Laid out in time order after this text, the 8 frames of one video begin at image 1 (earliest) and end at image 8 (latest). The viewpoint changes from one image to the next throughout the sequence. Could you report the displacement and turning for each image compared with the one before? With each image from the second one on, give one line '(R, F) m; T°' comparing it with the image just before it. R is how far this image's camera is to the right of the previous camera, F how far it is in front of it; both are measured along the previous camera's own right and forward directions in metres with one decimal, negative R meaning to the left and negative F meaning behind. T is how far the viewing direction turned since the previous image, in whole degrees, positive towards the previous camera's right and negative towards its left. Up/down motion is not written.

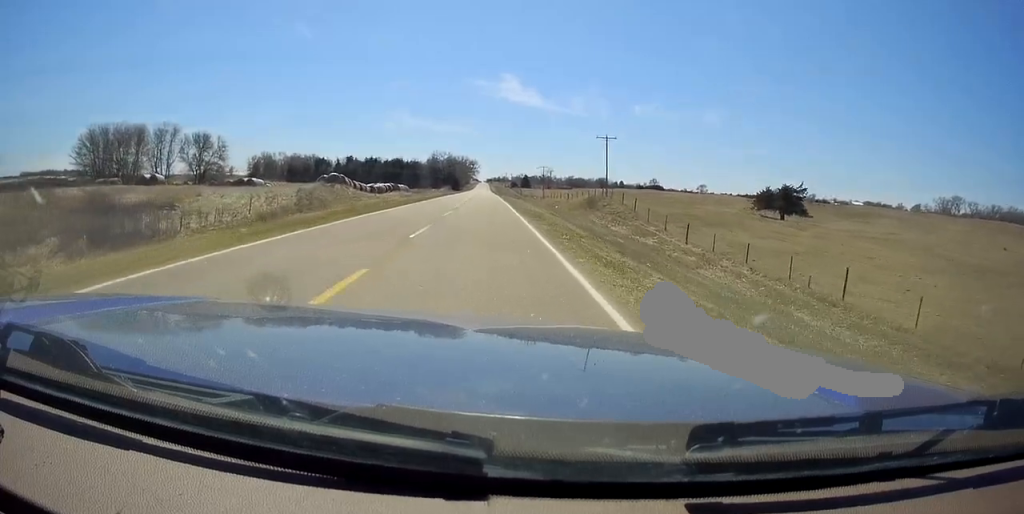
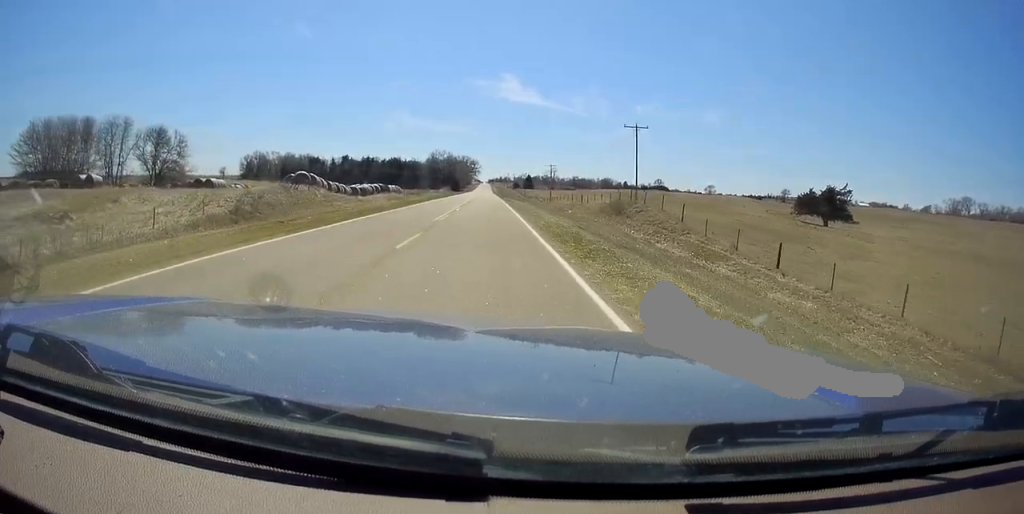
(0.0, +13.9) m; 0°
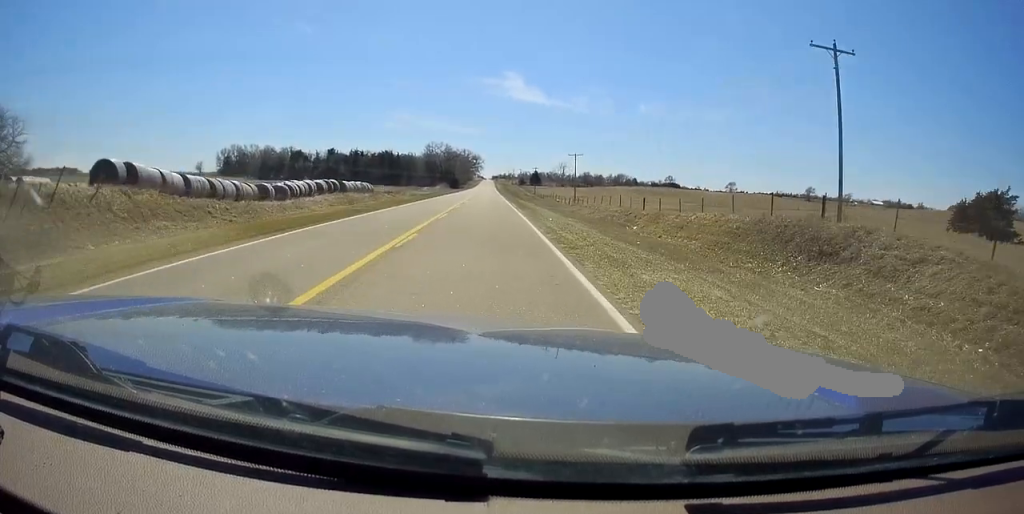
(0.0, +34.4) m; 0°
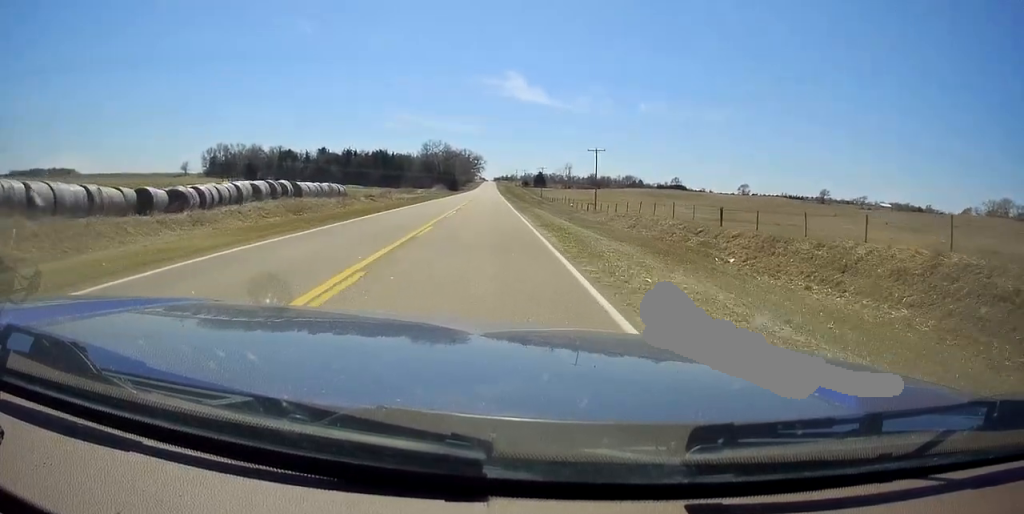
(0.0, +18.2) m; 0°
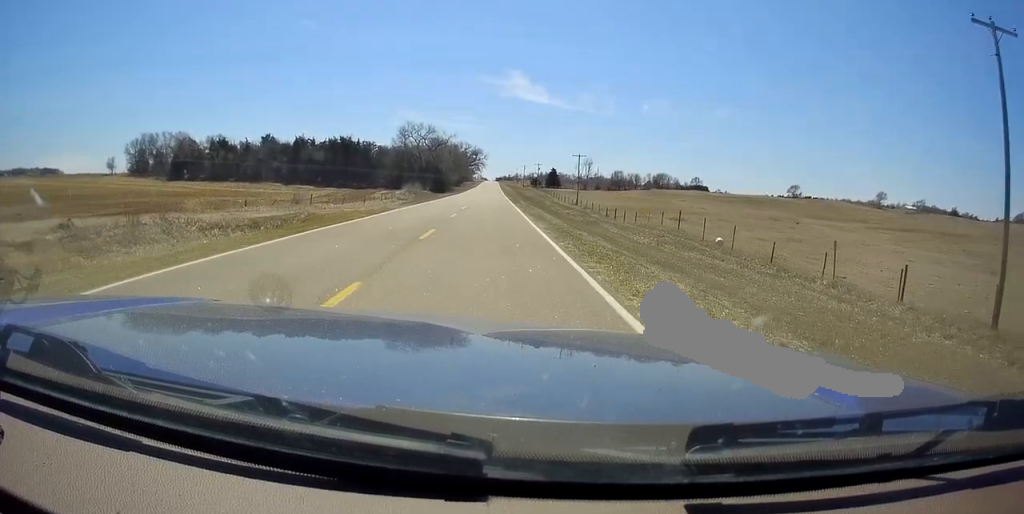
(-1.6, +68.3) m; -1°
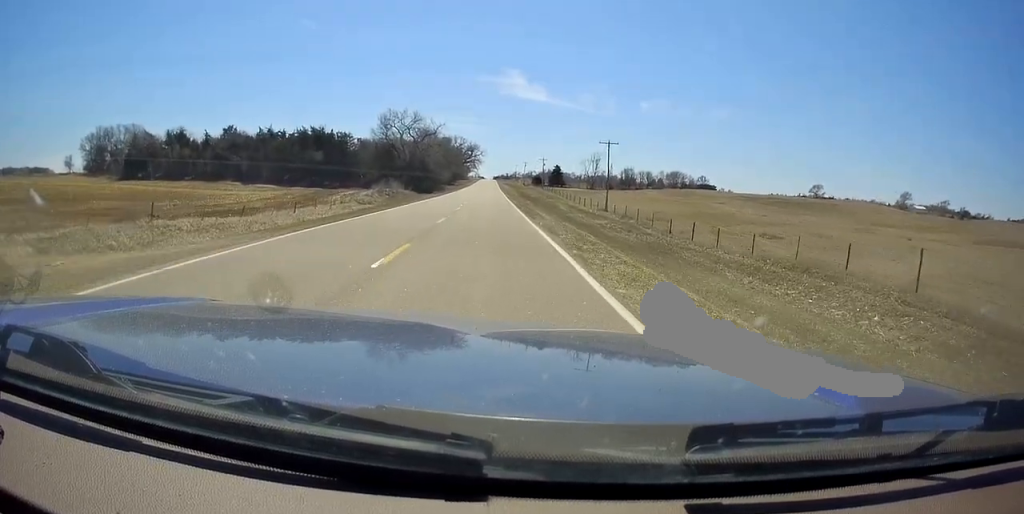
(+0.5, +27.8) m; +1°
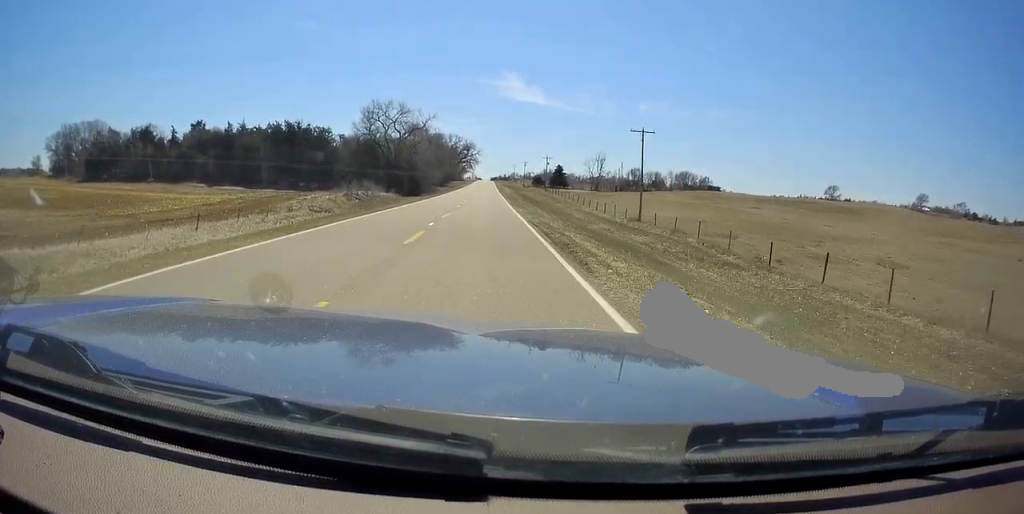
(0.0, +18.2) m; 0°
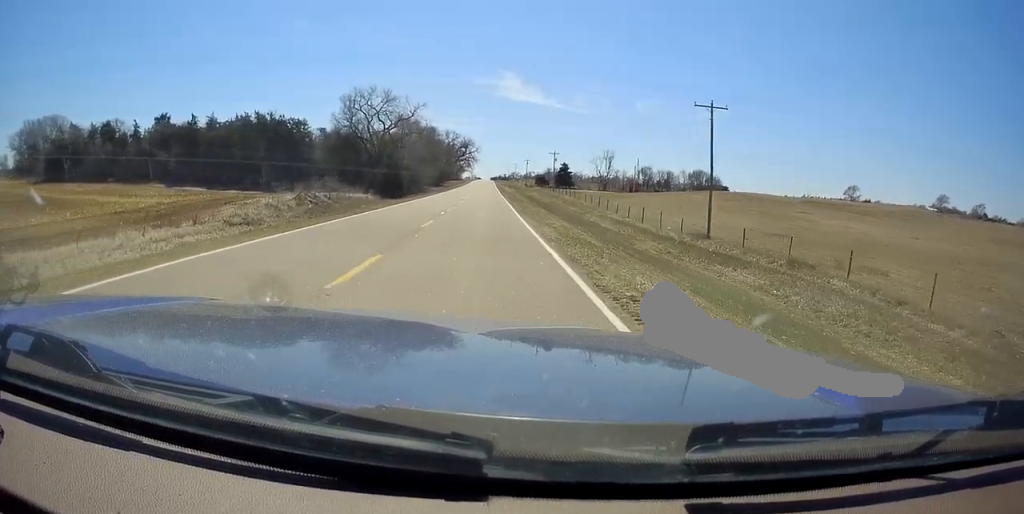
(0.0, +18.2) m; 0°
